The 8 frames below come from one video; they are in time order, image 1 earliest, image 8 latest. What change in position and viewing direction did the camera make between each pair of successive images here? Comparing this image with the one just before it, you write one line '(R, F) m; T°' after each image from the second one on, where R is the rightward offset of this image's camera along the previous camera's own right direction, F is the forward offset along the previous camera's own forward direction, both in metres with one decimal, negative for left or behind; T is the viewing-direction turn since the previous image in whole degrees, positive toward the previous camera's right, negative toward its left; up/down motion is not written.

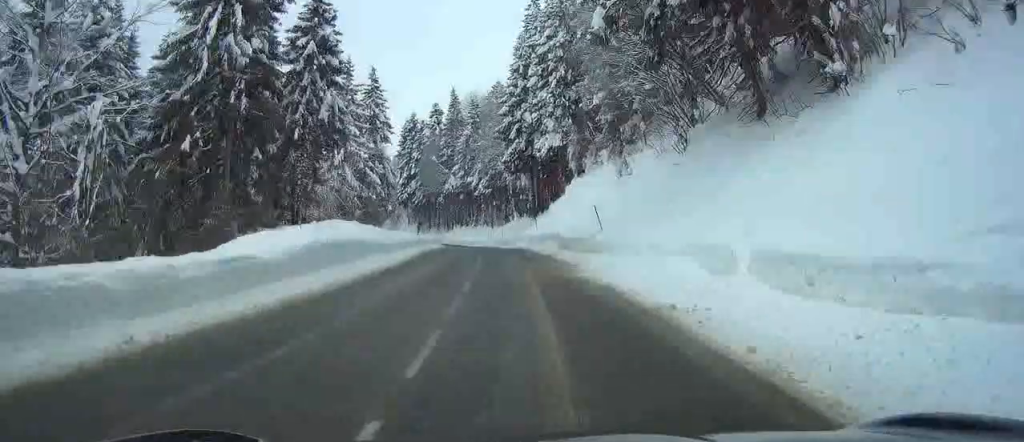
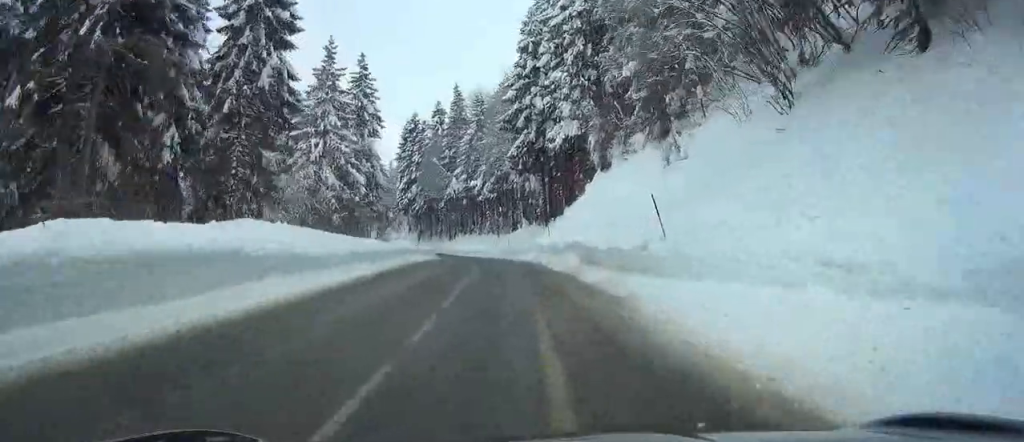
(-0.2, +11.4) m; -1°
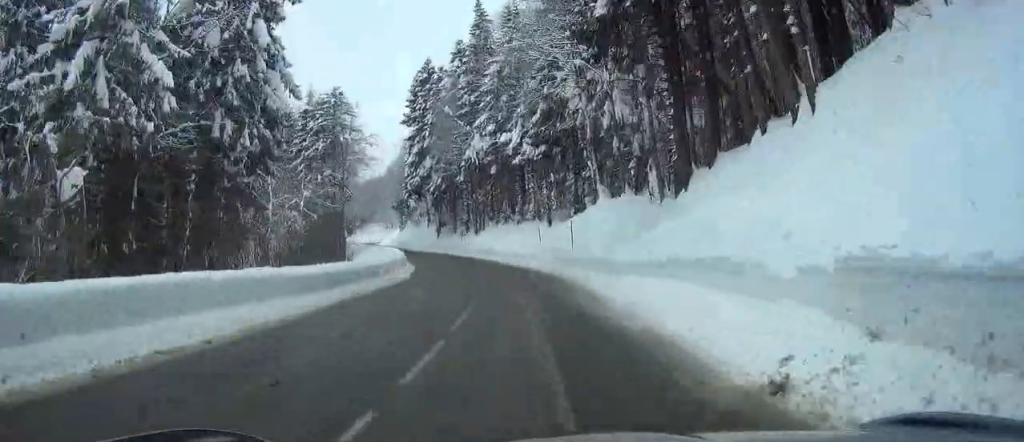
(-0.2, +41.2) m; -1°
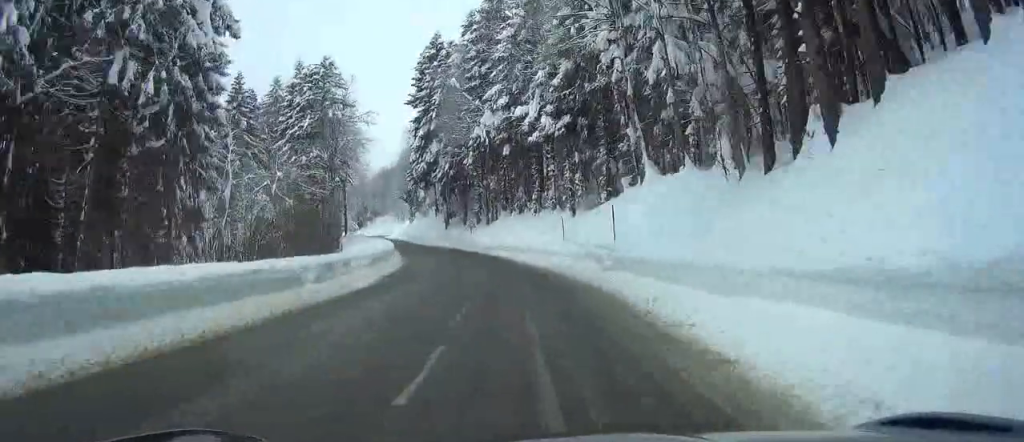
(0.0, +9.4) m; -2°
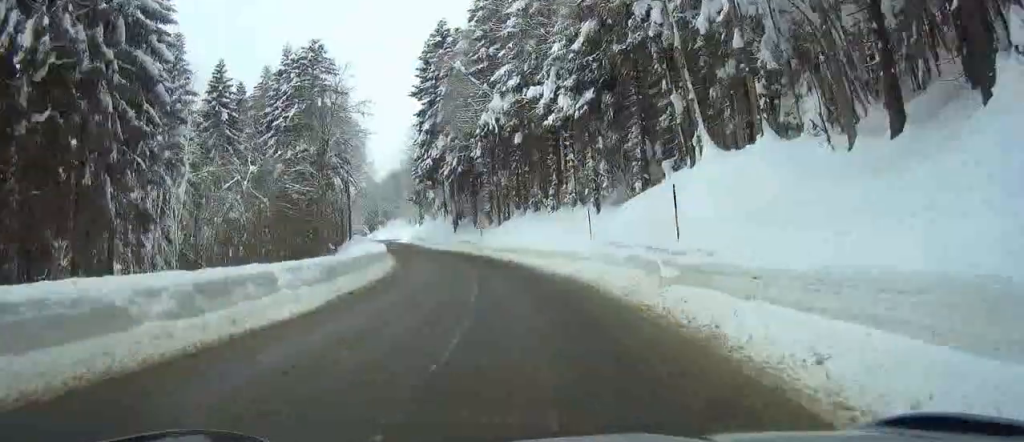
(0.0, +6.7) m; -2°
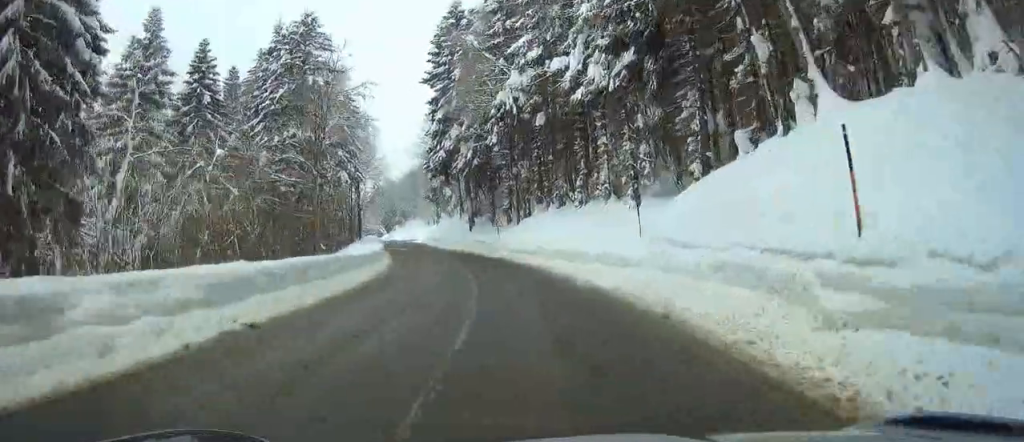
(-0.1, +7.9) m; -2°
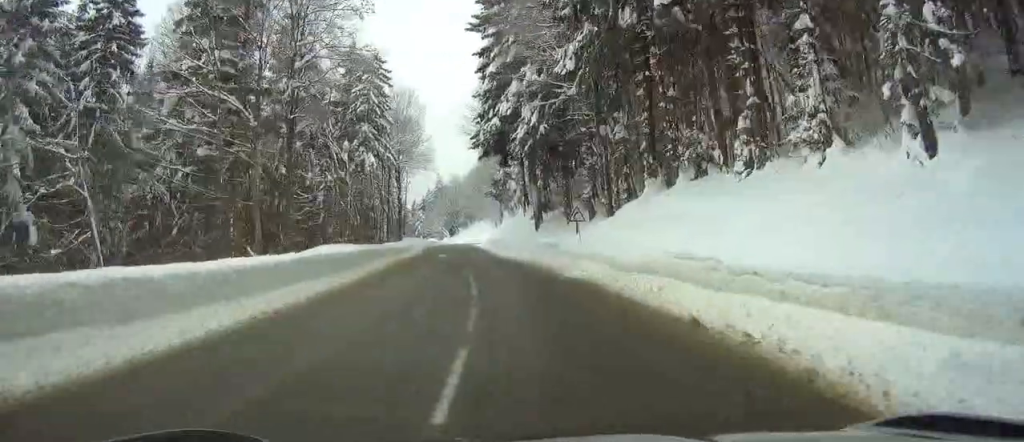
(-1.1, +20.2) m; -4°
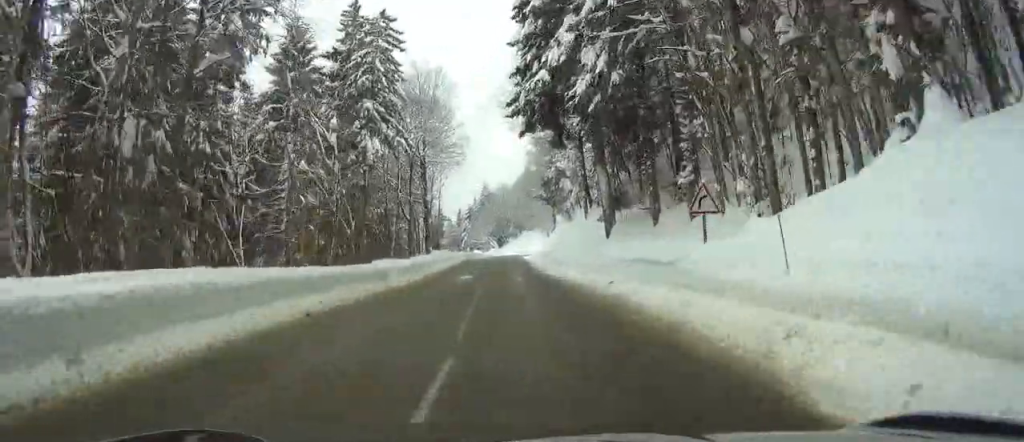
(-0.3, +16.8) m; -3°
